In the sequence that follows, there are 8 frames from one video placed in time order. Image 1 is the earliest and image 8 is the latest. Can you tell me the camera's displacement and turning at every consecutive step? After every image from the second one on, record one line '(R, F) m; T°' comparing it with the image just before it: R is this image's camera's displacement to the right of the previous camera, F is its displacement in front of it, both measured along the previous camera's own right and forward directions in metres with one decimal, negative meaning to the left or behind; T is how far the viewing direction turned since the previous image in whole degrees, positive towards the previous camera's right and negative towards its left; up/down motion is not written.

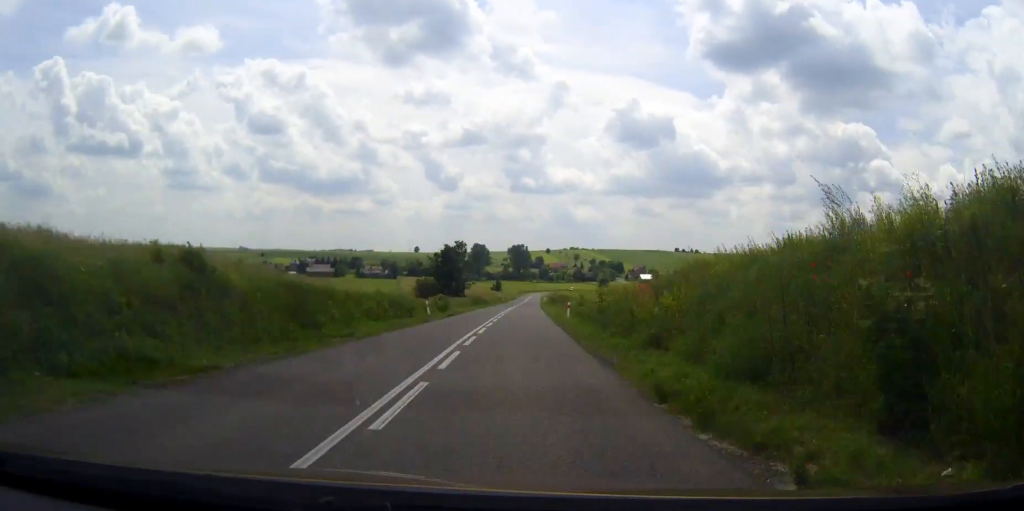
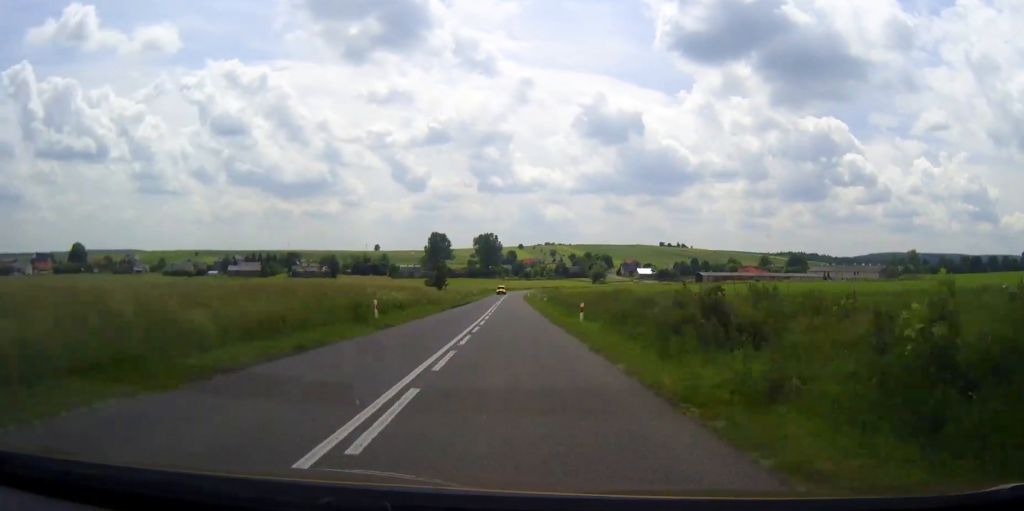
(+3.6, +112.8) m; +2°
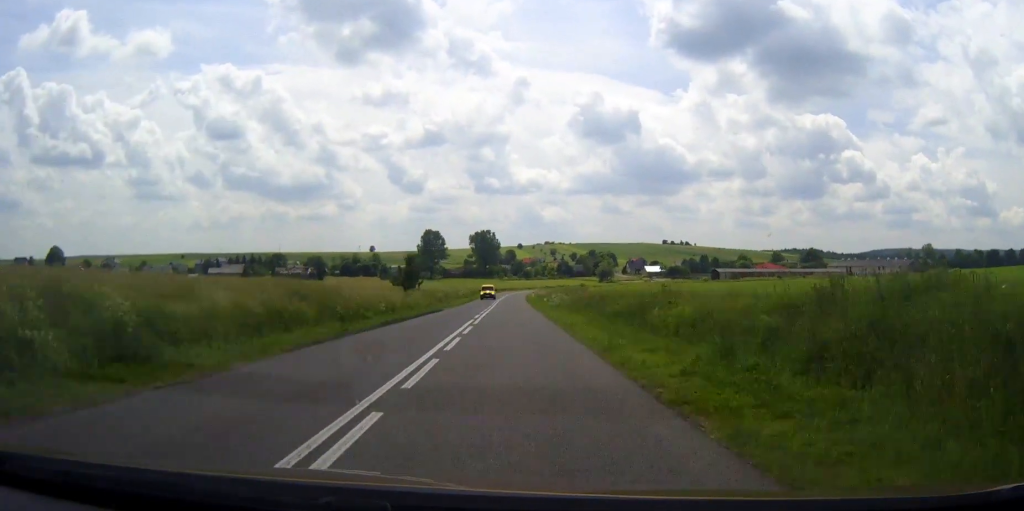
(+0.1, +31.3) m; 0°
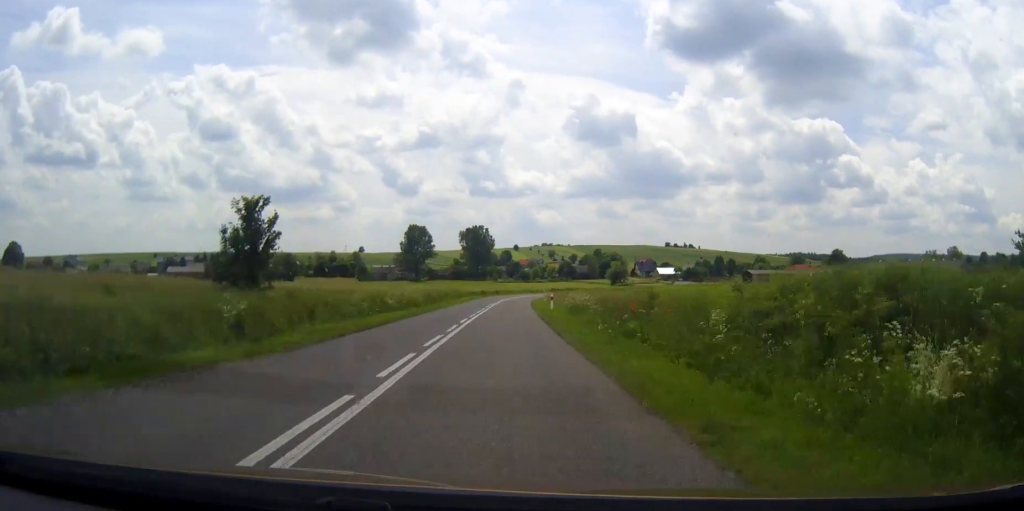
(0.0, +50.6) m; +1°
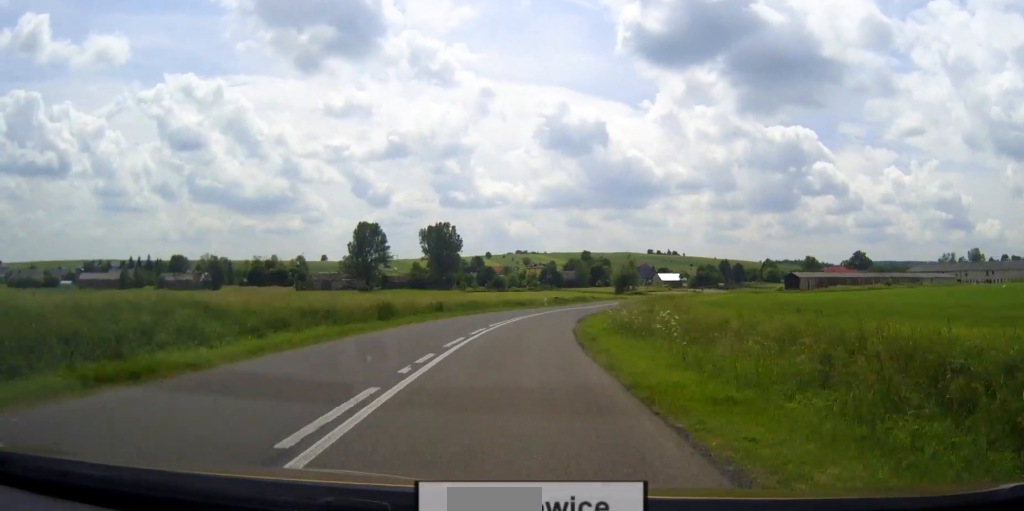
(+1.4, +66.2) m; +6°
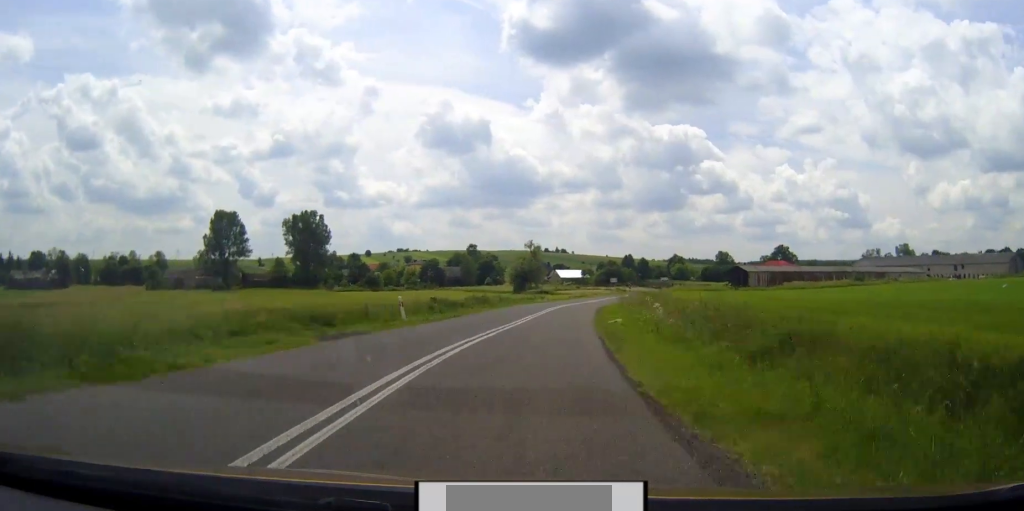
(+2.9, +41.7) m; +6°
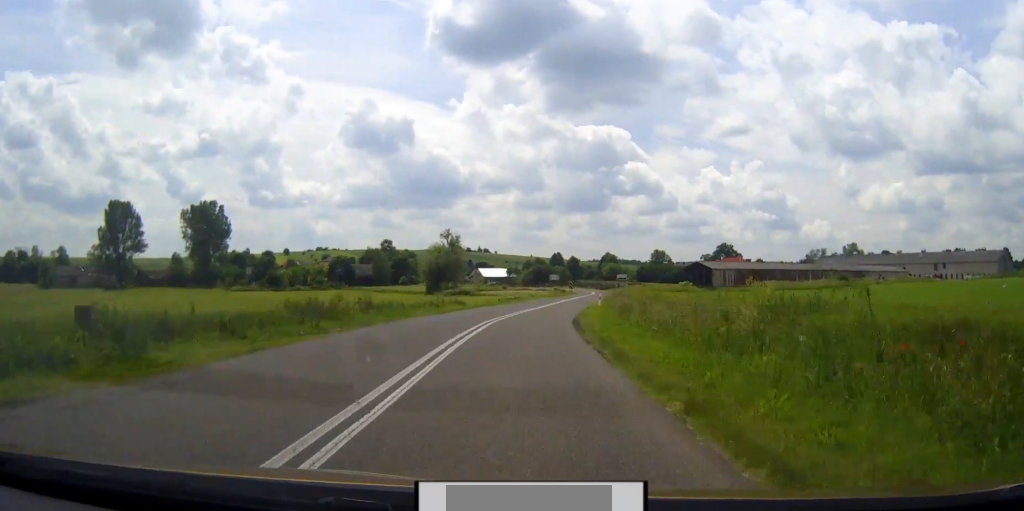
(+0.8, +28.8) m; +5°
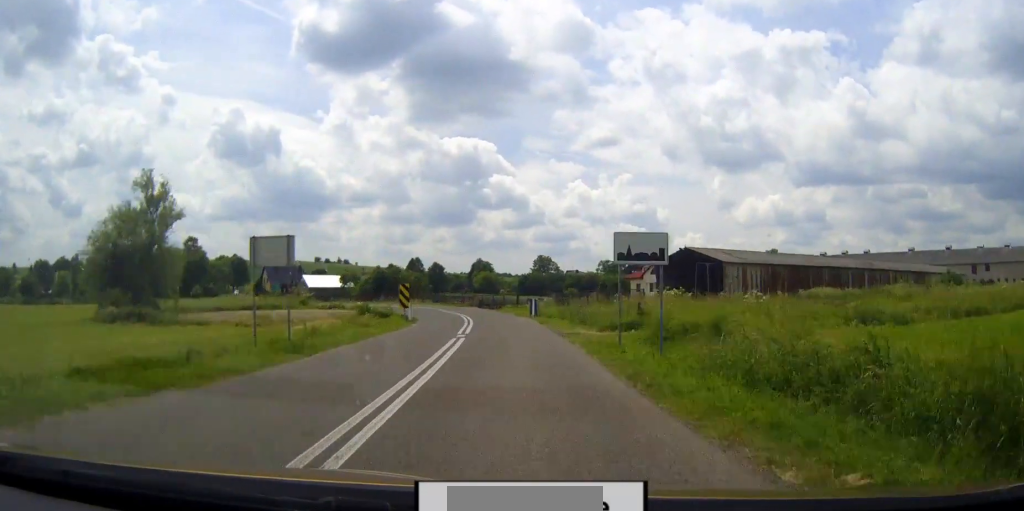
(+7.6, +79.0) m; +5°
